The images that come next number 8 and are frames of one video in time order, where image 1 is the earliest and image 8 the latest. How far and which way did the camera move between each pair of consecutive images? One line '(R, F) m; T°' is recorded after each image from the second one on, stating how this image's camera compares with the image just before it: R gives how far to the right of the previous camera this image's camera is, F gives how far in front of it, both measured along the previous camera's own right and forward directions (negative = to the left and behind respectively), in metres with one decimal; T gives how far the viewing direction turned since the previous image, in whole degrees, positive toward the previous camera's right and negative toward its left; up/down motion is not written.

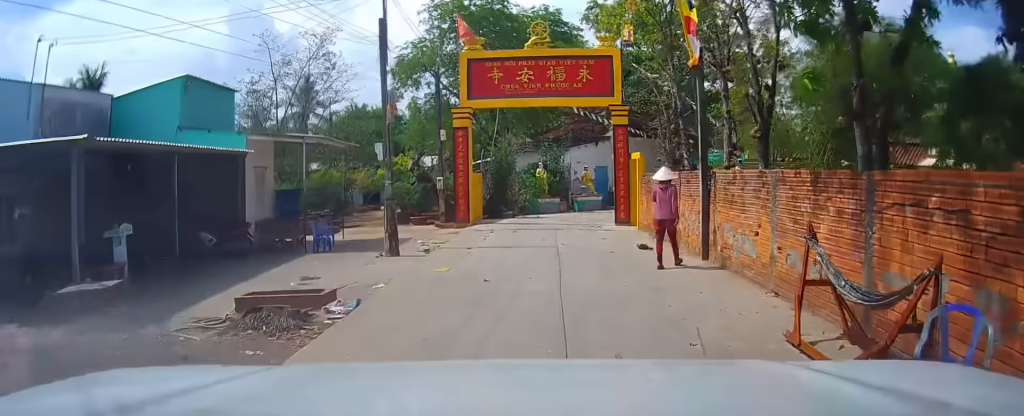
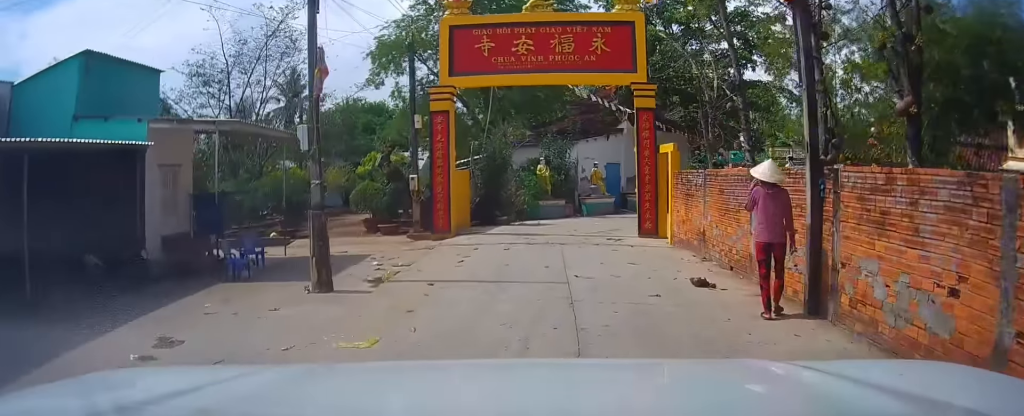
(-0.4, +5.0) m; -2°
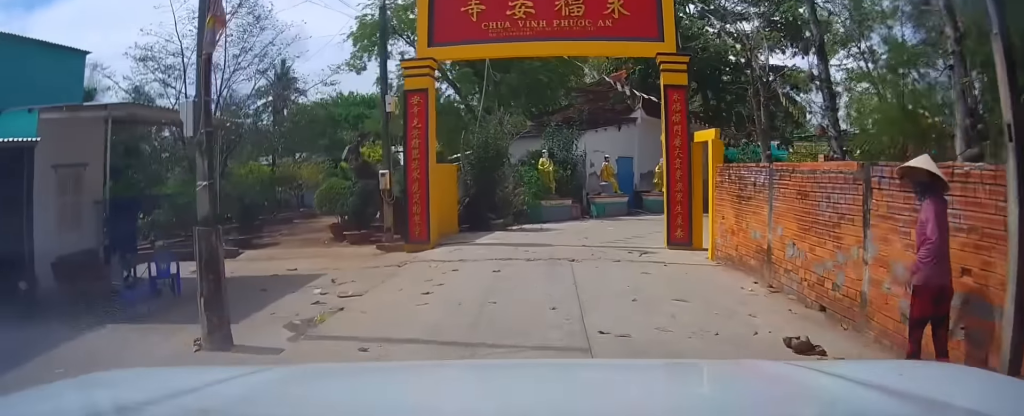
(0.0, +3.4) m; -1°
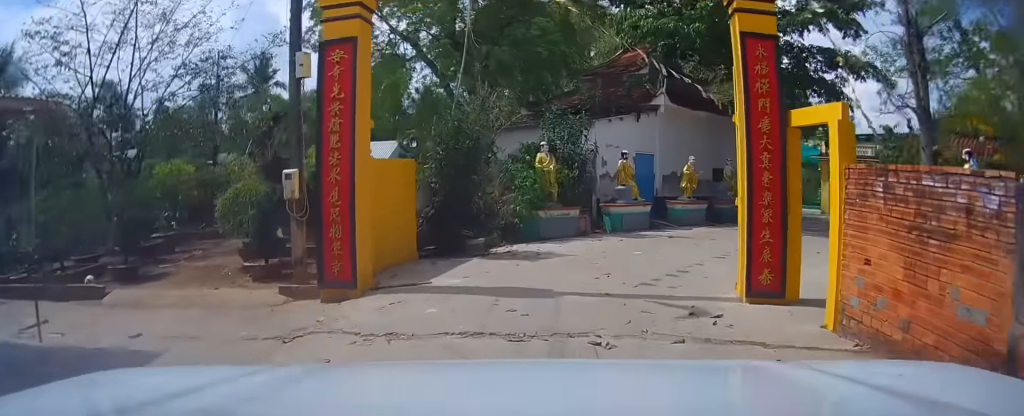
(+0.1, +5.5) m; 0°
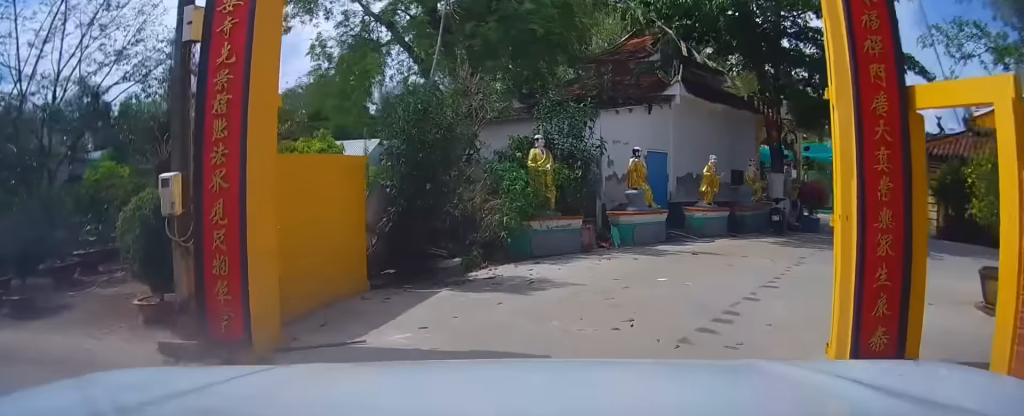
(-0.2, +3.4) m; 0°
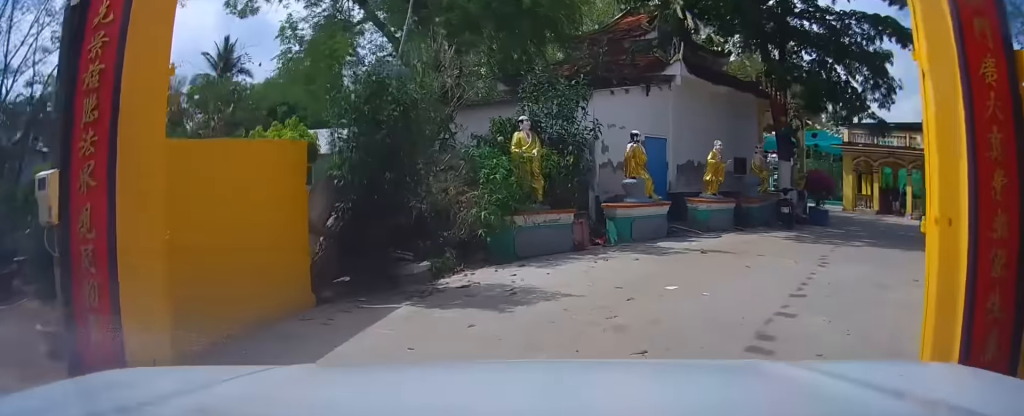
(+0.2, +2.1) m; 0°
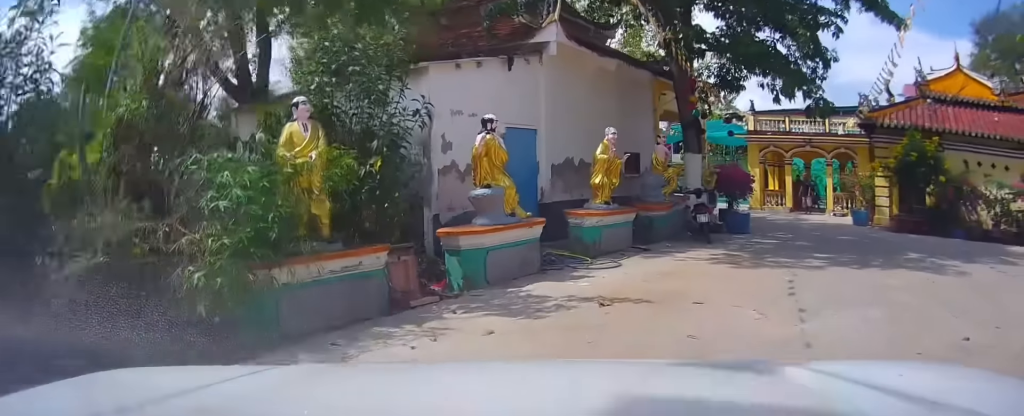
(-0.1, +6.3) m; -2°
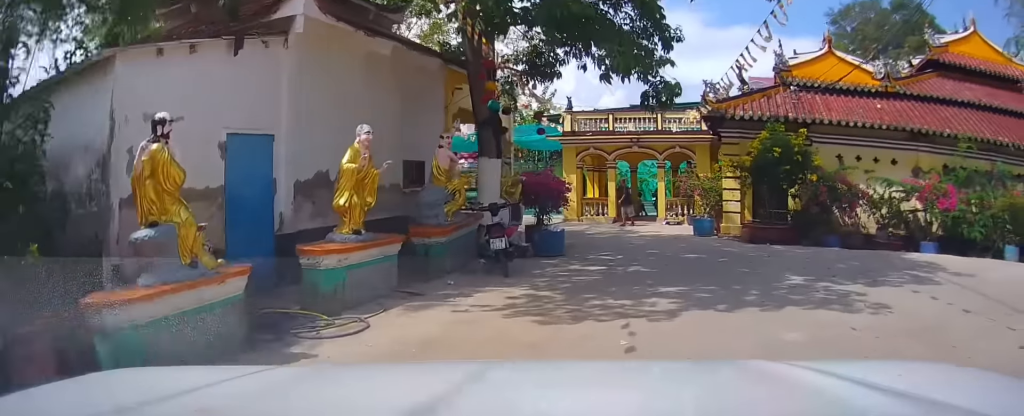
(0.0, +4.7) m; +11°
